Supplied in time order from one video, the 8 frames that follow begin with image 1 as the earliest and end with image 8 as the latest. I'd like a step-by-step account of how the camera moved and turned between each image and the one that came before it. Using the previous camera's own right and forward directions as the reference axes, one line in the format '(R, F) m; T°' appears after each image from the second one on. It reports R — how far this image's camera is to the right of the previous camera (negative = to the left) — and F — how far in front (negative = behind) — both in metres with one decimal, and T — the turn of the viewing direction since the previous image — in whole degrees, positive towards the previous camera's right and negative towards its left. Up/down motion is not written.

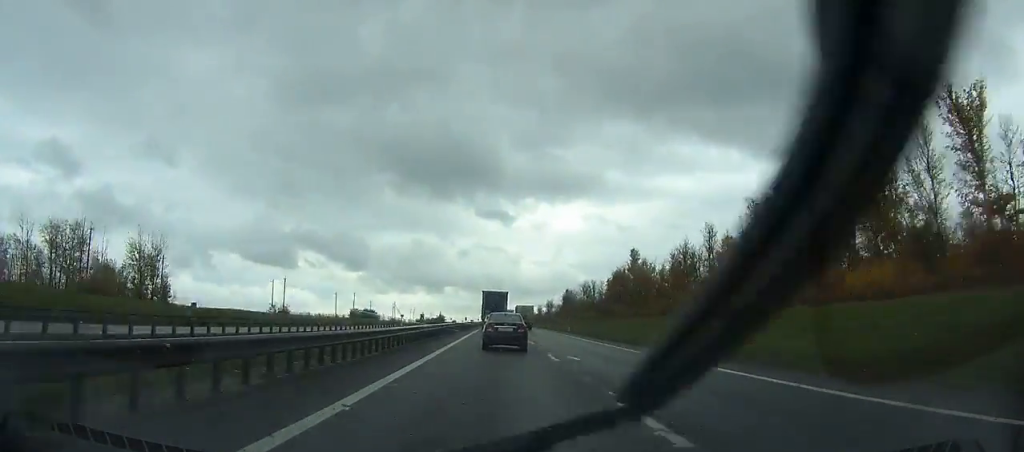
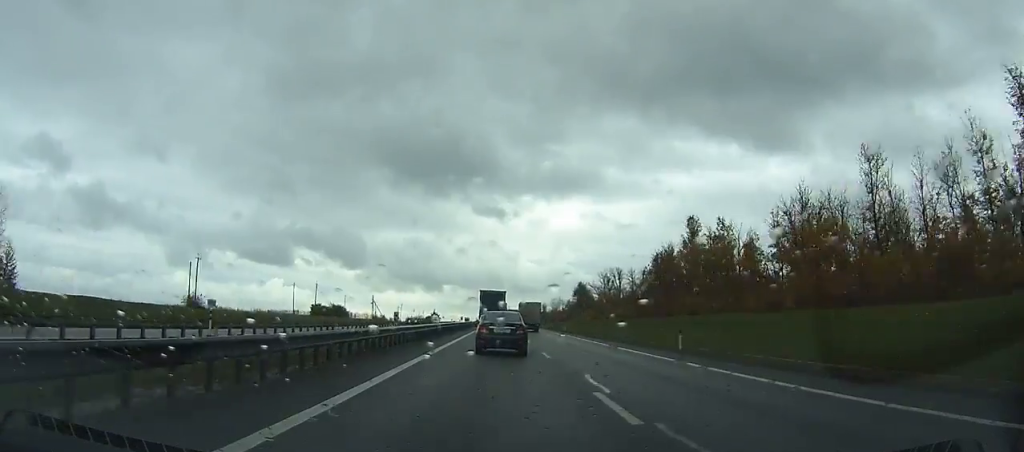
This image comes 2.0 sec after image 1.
(+0.1, +45.4) m; 0°
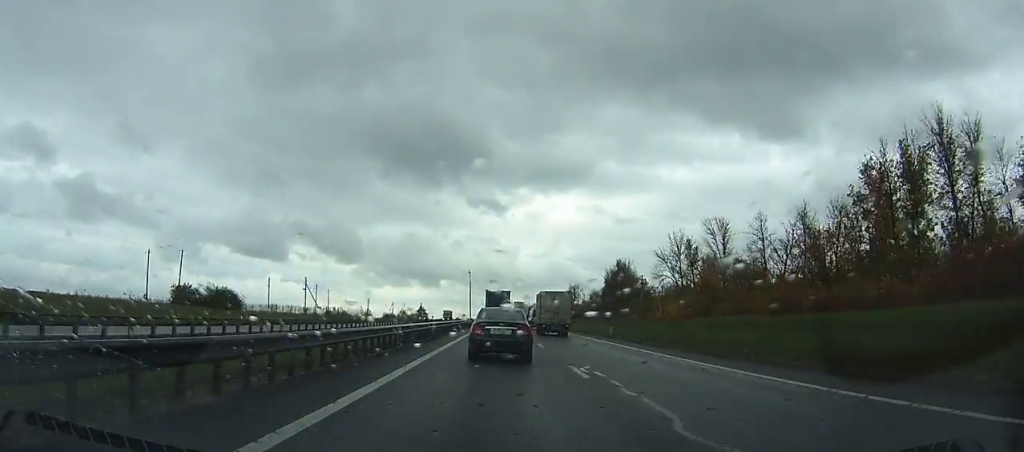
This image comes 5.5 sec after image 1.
(0.0, +78.2) m; 0°
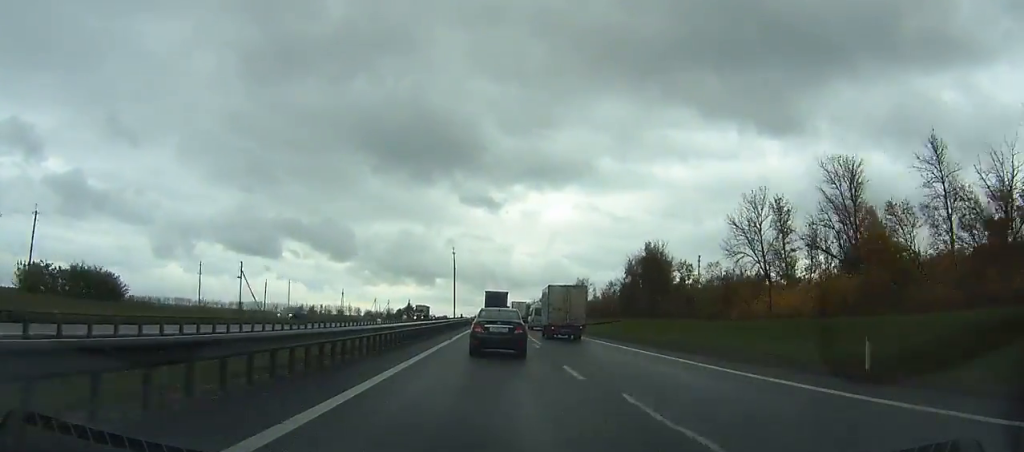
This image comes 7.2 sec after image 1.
(0.0, +37.6) m; 0°
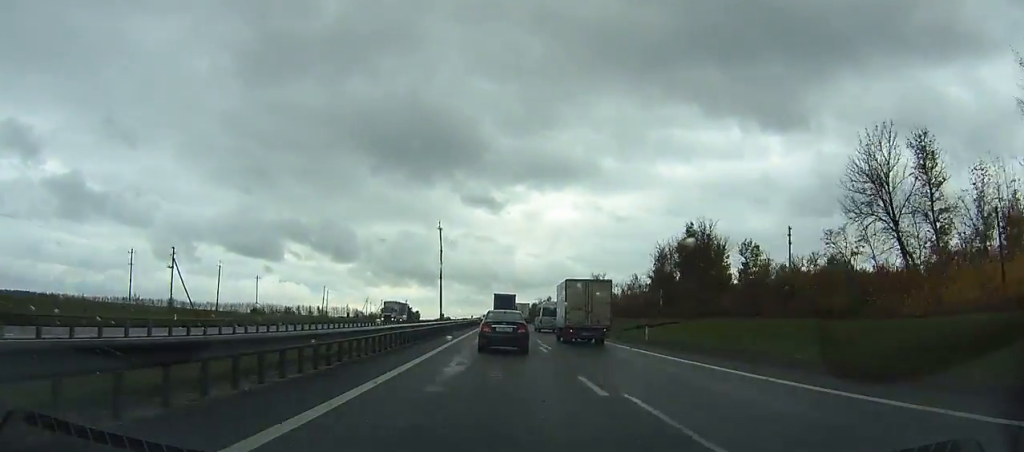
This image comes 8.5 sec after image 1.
(+0.1, +28.7) m; 0°
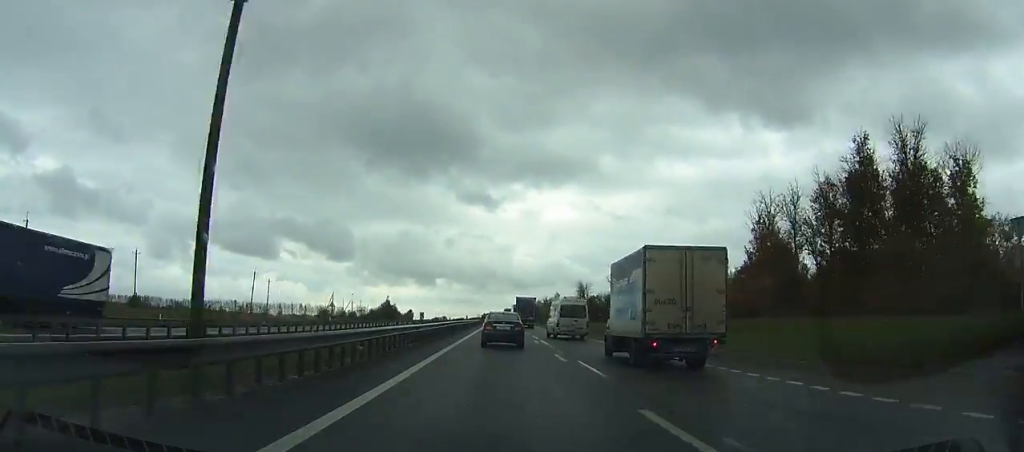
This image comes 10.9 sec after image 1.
(0.0, +54.0) m; 0°
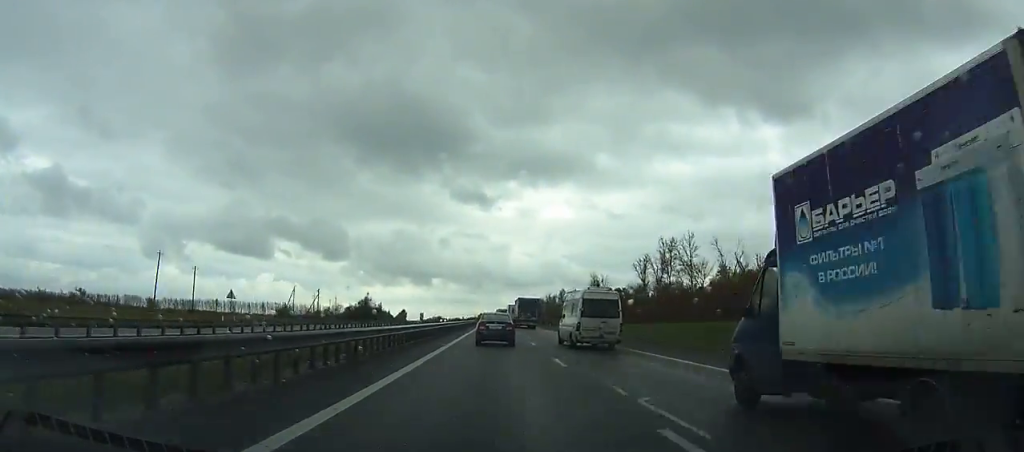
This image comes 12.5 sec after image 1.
(0.0, +36.7) m; 0°
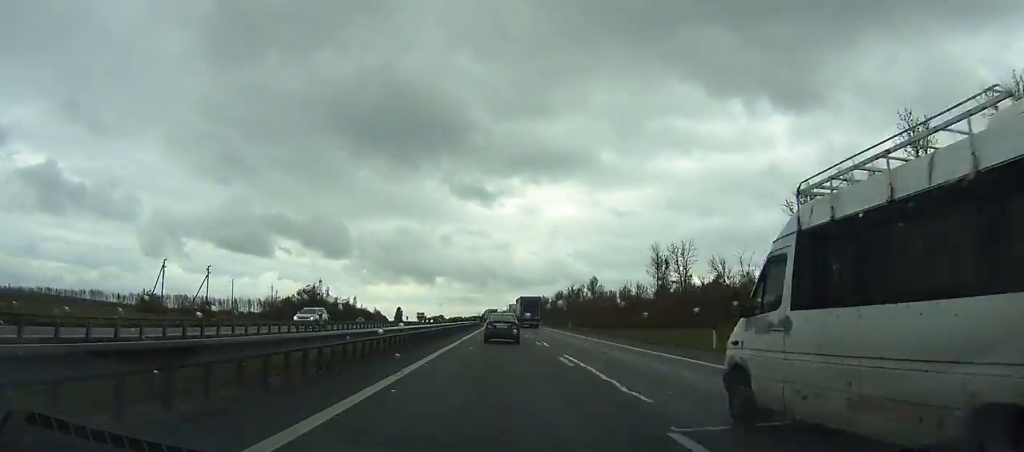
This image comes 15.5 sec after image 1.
(+0.2, +72.4) m; 0°
